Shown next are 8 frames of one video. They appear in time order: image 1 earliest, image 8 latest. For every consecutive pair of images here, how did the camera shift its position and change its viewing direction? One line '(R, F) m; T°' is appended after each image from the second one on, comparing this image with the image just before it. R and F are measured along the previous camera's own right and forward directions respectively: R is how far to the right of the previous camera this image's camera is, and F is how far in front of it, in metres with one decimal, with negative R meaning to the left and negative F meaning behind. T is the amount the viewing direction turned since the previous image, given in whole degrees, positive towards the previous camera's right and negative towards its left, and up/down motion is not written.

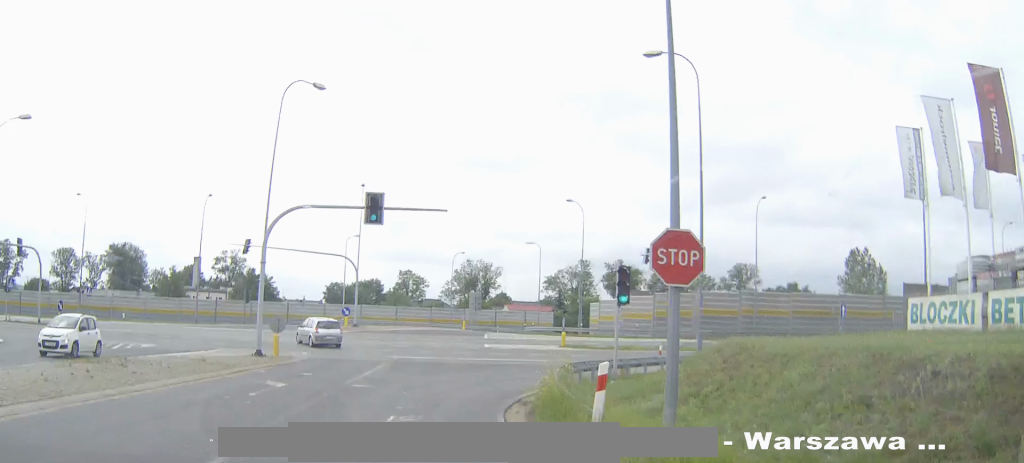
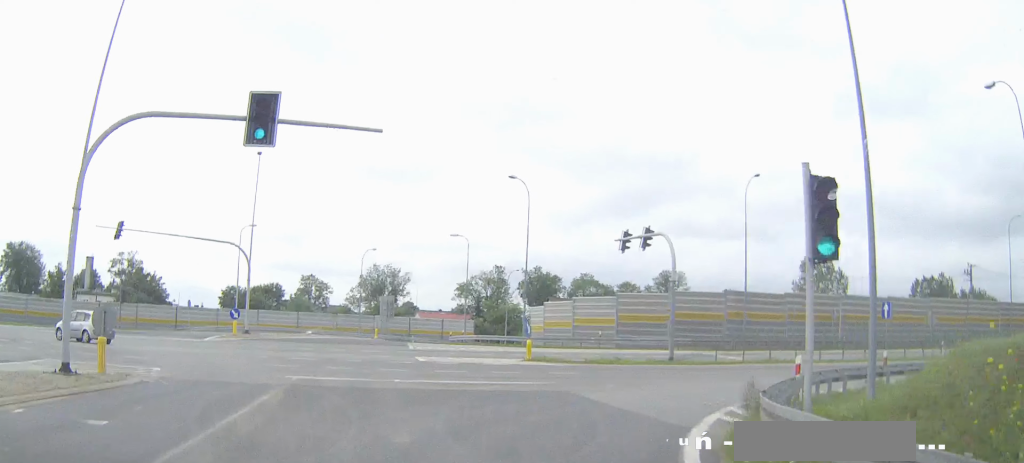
(+0.7, +13.3) m; +6°
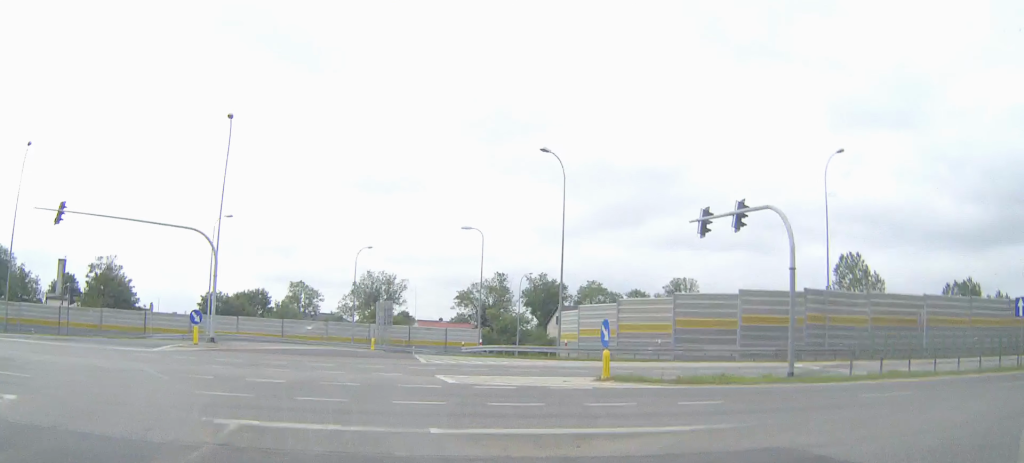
(+0.3, +10.6) m; +2°
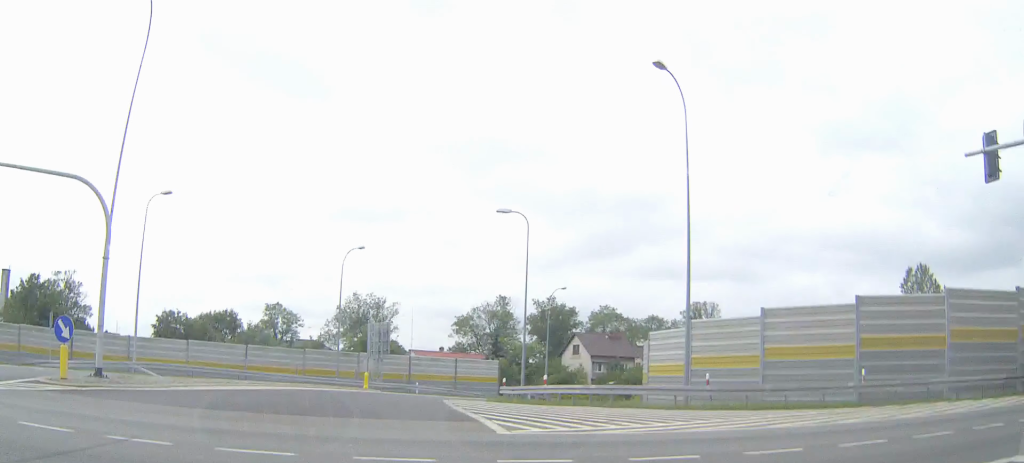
(+0.2, +17.8) m; +1°
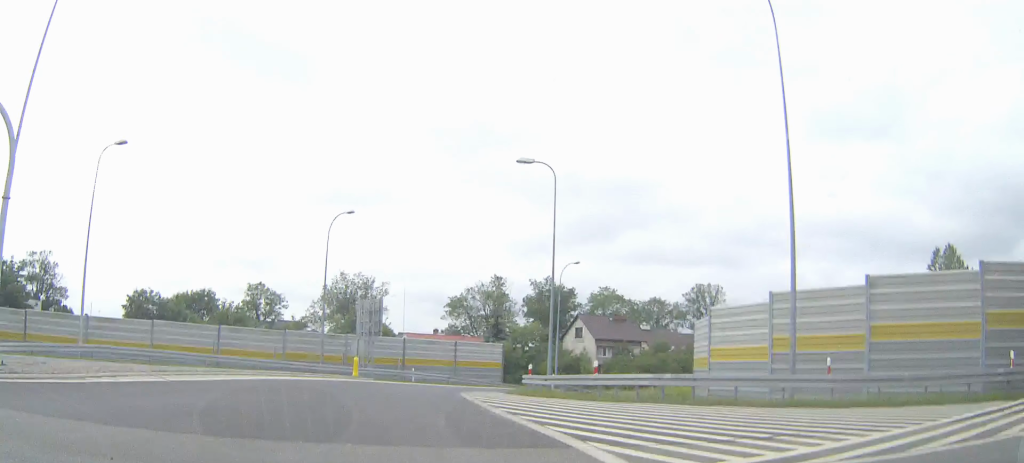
(0.0, +7.7) m; +1°
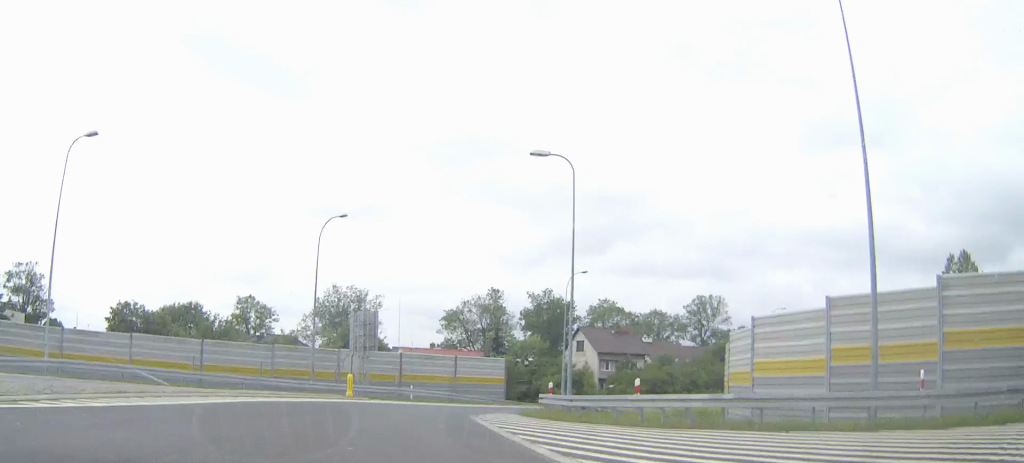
(0.0, +4.2) m; 0°
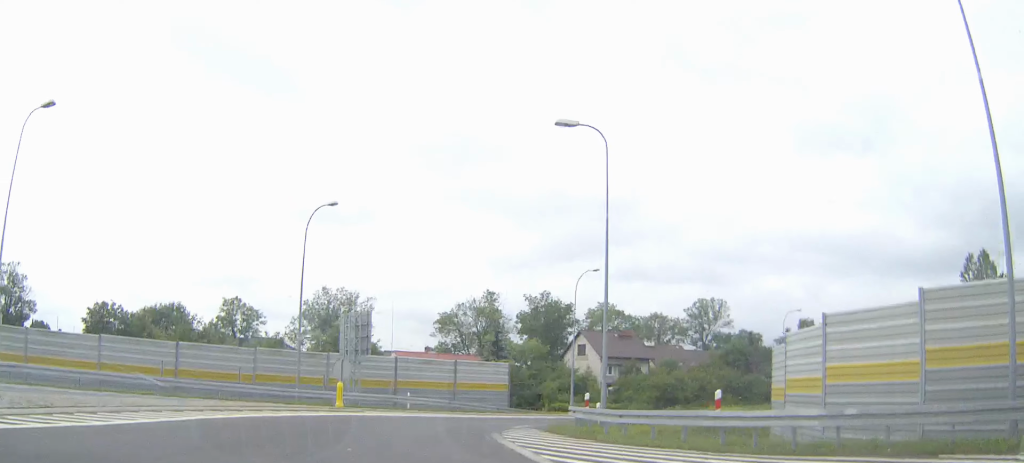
(+0.1, +5.1) m; +1°
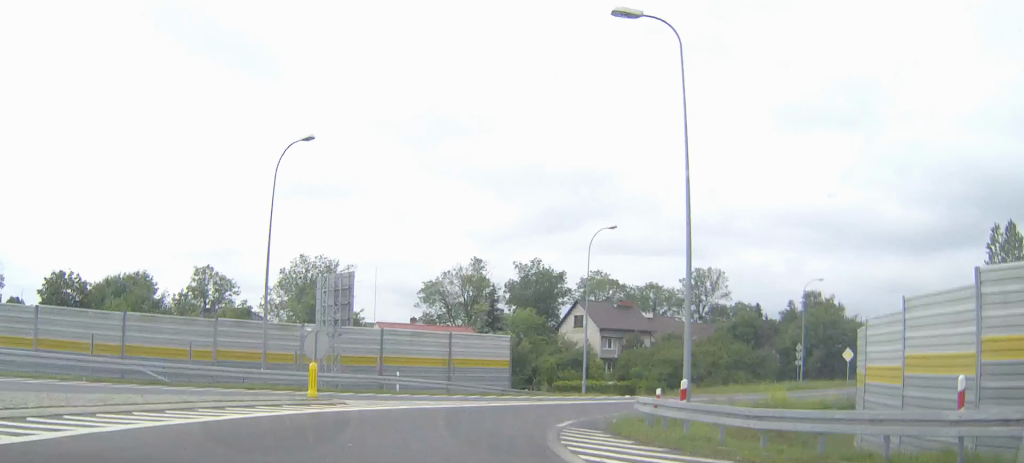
(+0.1, +7.6) m; +3°
